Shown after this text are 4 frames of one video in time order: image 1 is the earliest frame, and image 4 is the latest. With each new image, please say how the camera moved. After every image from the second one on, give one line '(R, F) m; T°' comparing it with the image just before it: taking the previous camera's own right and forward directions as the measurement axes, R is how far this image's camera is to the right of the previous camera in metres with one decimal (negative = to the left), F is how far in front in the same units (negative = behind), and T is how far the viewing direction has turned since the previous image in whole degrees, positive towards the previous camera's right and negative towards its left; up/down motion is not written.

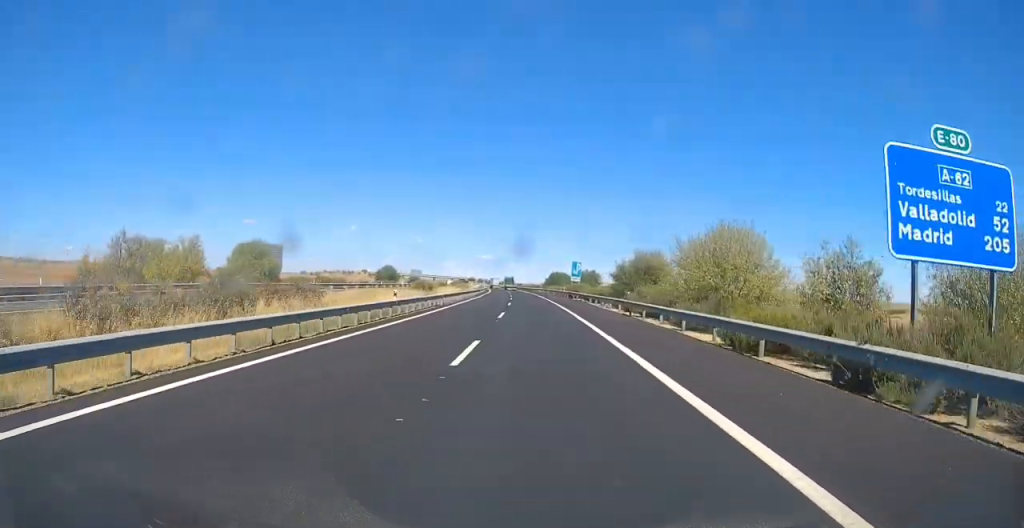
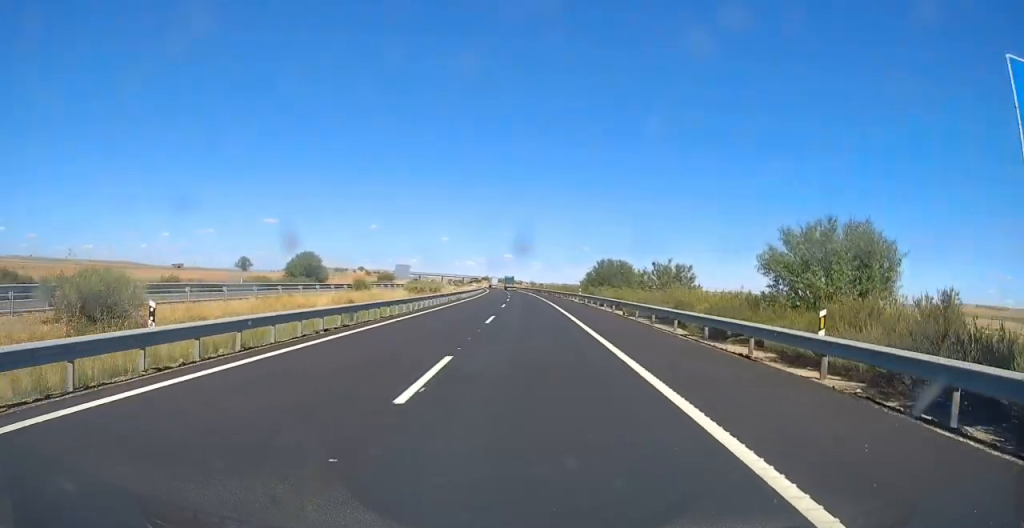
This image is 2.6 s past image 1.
(-0.8, +72.3) m; -1°
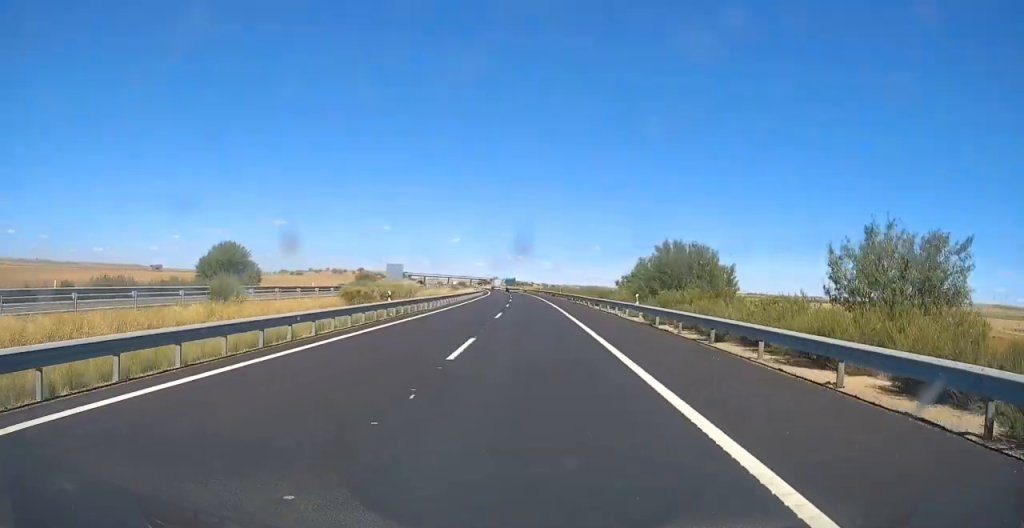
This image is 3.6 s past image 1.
(-0.3, +28.6) m; -2°
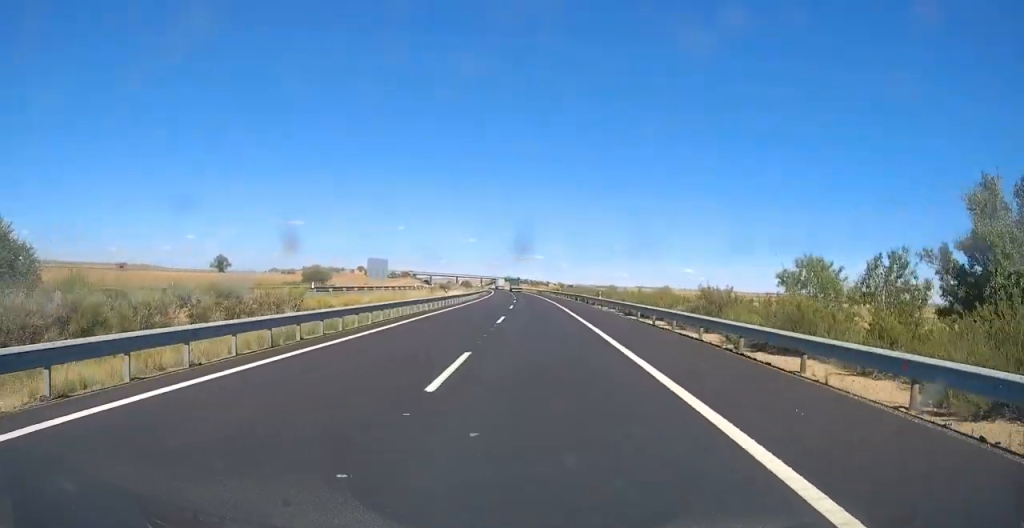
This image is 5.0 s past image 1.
(-0.6, +37.9) m; -1°
